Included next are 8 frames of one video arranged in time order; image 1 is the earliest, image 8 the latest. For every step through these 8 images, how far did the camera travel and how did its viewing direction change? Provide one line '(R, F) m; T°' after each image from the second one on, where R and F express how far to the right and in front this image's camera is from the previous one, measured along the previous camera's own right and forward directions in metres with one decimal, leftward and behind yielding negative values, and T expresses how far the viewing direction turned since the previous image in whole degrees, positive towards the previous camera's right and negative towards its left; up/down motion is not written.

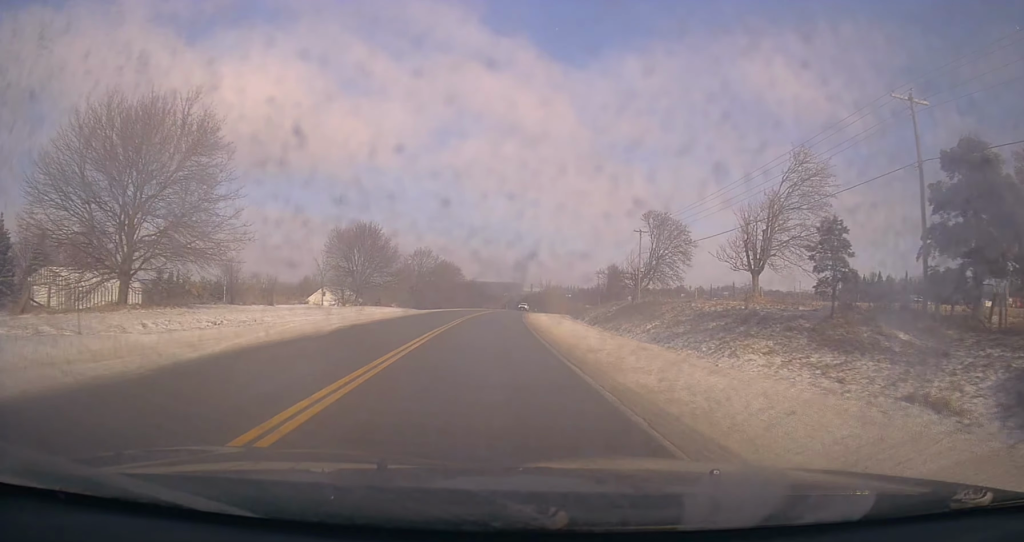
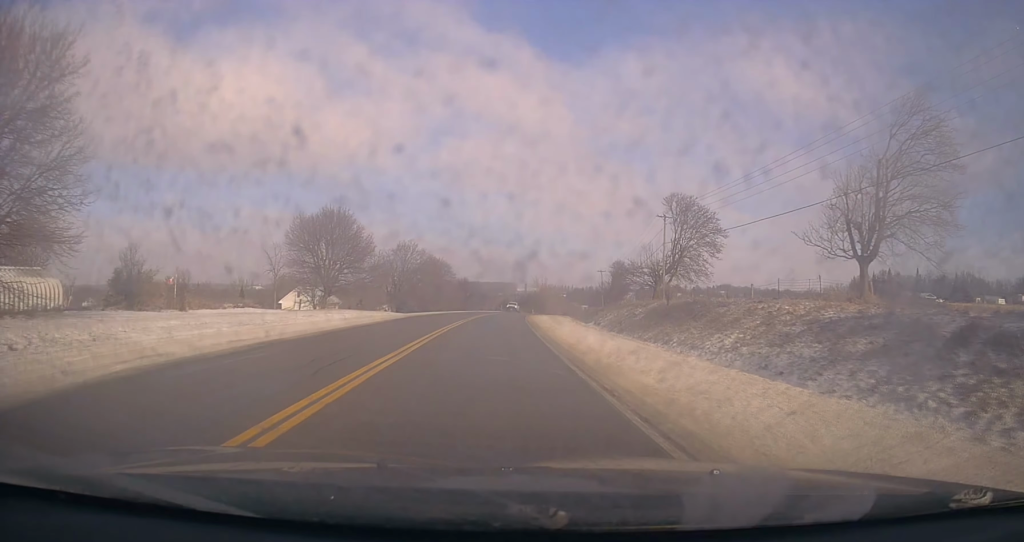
(+0.5, +12.6) m; 0°
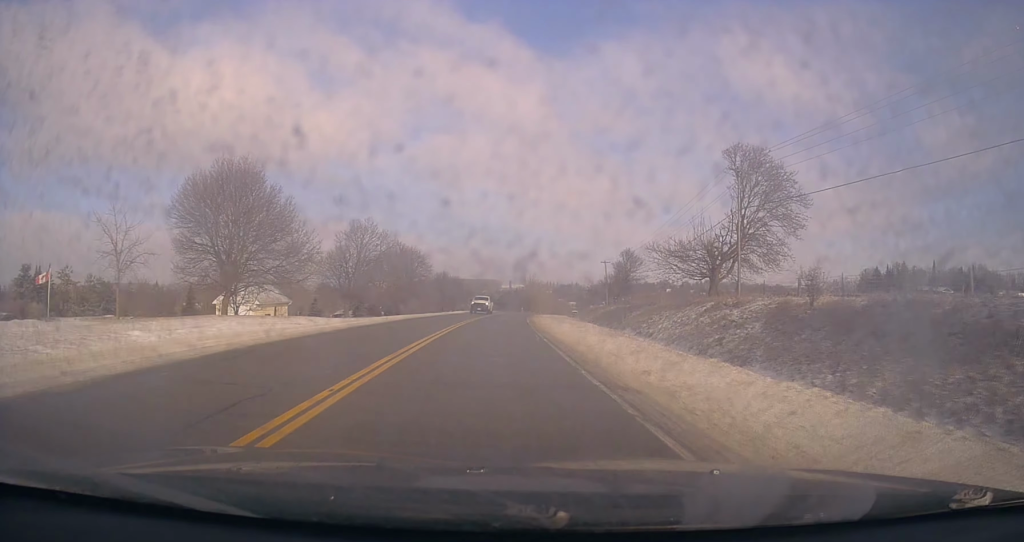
(-0.2, +22.0) m; +1°
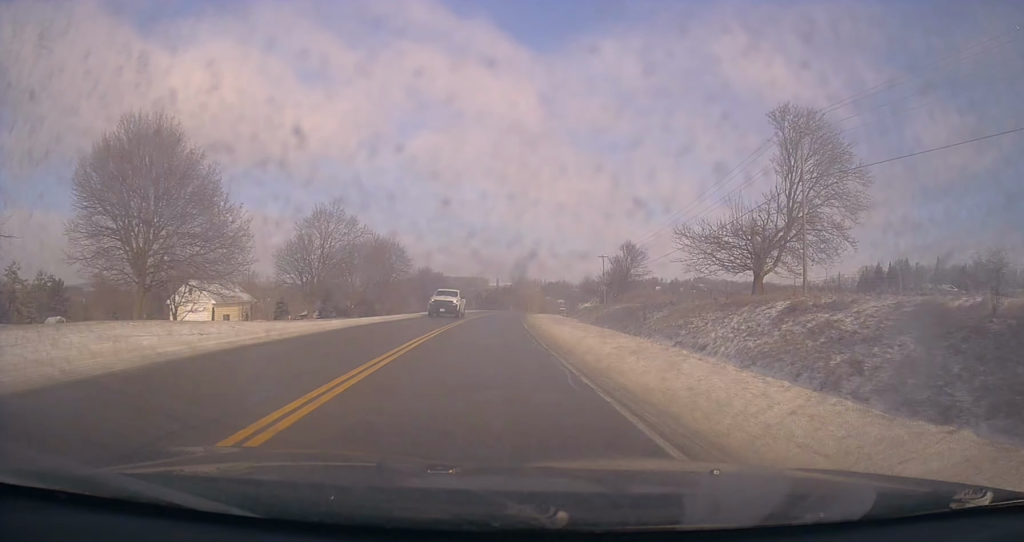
(+0.1, +10.4) m; +1°
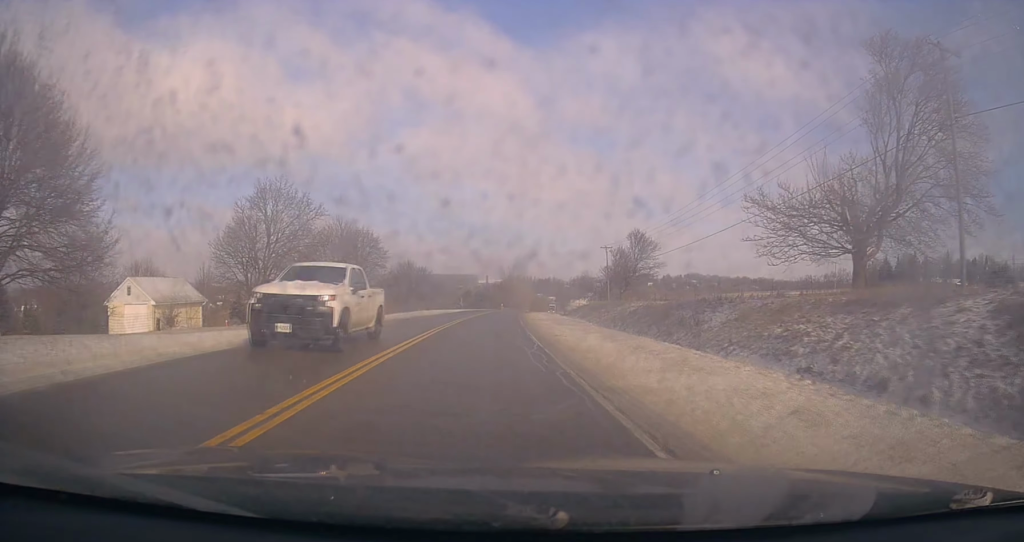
(+0.4, +12.0) m; +2°
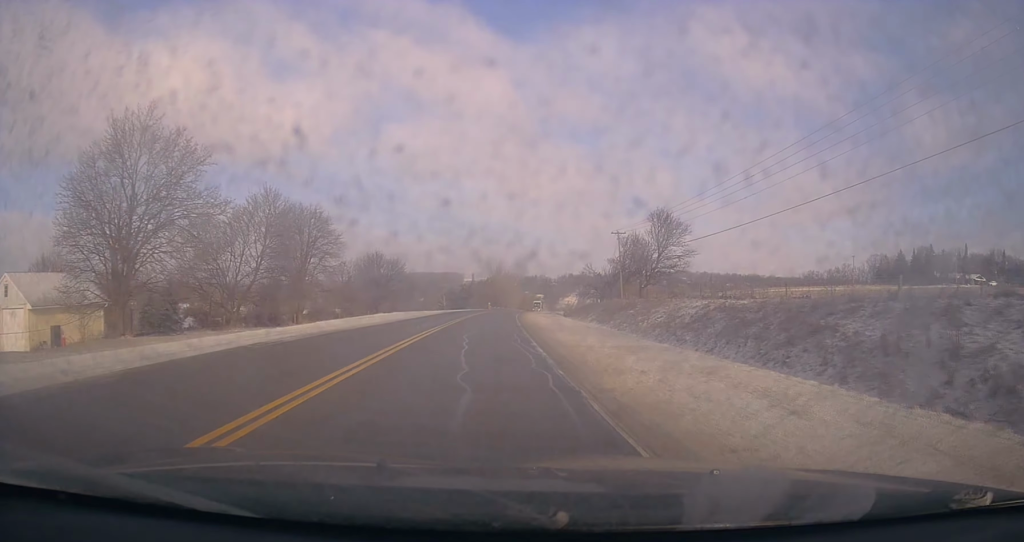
(+0.1, +18.6) m; 0°
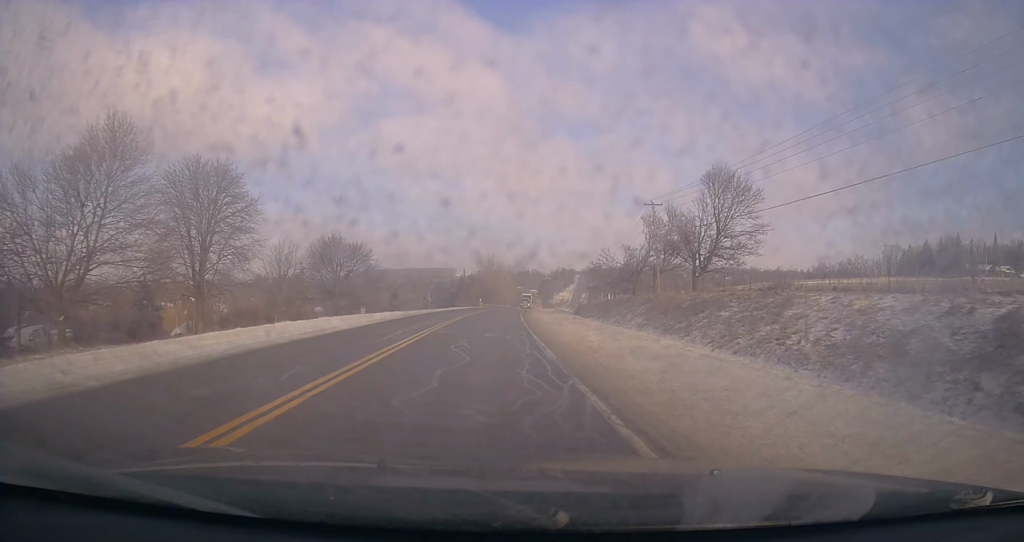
(0.0, +20.6) m; +2°
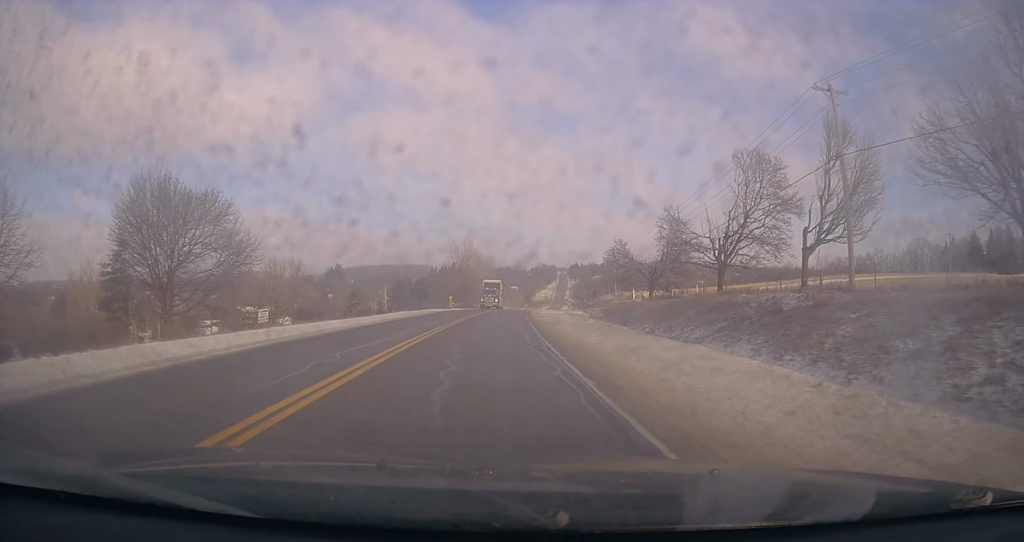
(+0.9, +36.0) m; +1°
